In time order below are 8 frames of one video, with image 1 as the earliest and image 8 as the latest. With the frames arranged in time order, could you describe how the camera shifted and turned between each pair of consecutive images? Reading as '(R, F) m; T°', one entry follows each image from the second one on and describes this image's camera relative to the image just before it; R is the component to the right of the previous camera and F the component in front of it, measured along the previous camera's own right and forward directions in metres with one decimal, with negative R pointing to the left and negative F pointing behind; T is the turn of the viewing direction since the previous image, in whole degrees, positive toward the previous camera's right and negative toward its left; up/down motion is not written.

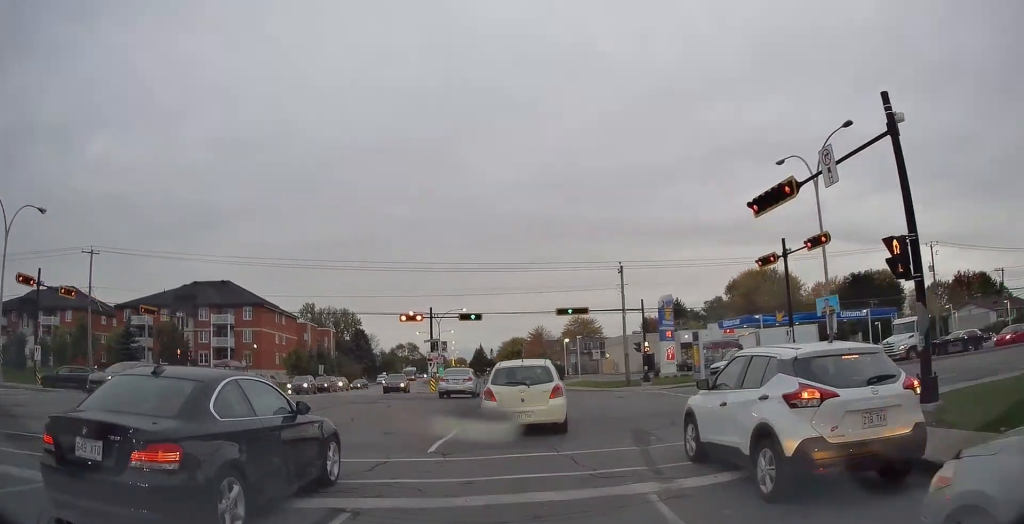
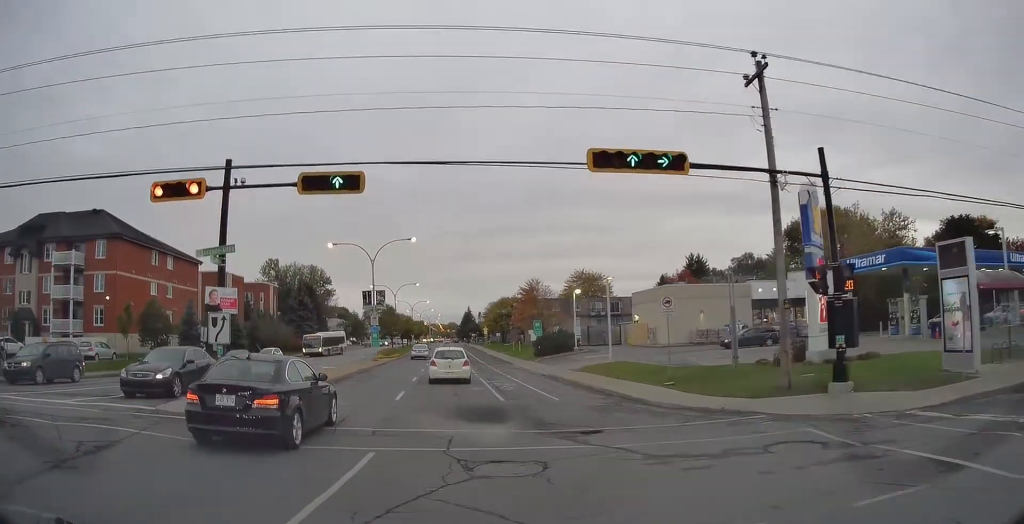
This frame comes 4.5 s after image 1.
(-0.4, +28.2) m; -3°
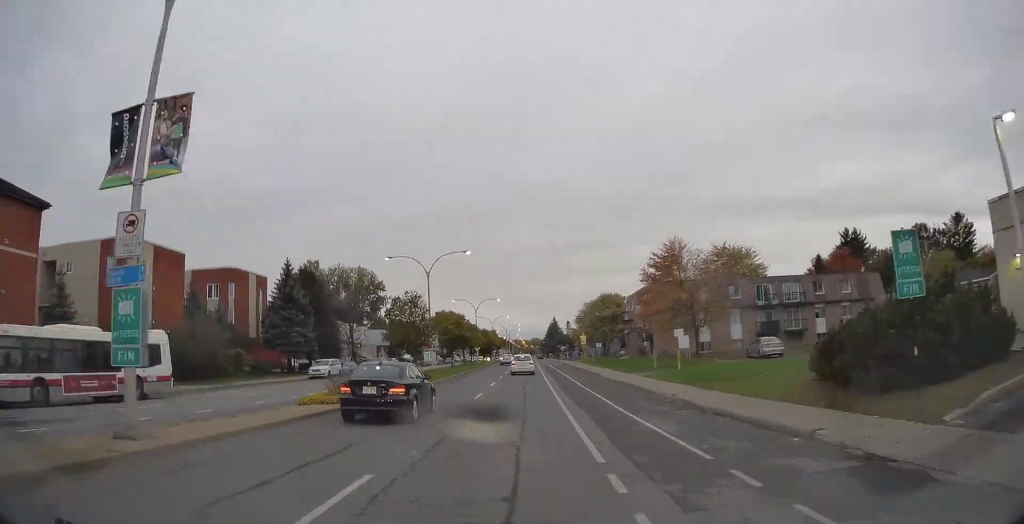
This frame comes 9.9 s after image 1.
(-1.7, +43.8) m; -3°
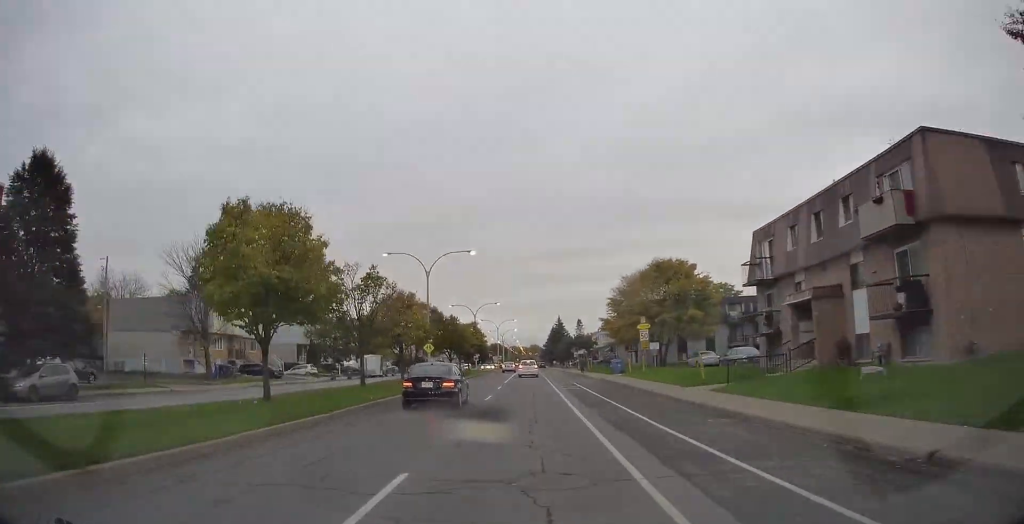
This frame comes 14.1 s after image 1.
(+0.4, +38.9) m; 0°
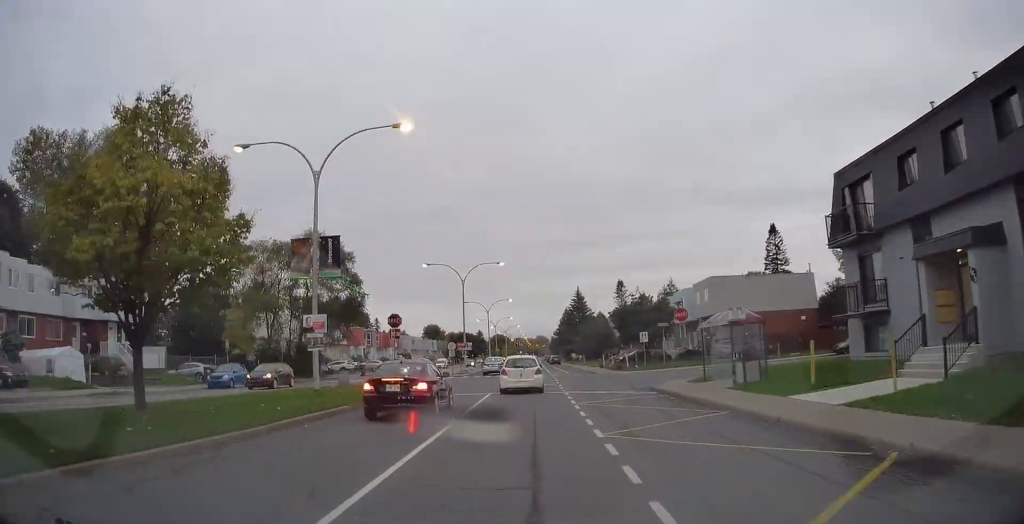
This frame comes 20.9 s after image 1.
(-0.6, +53.6) m; -1°
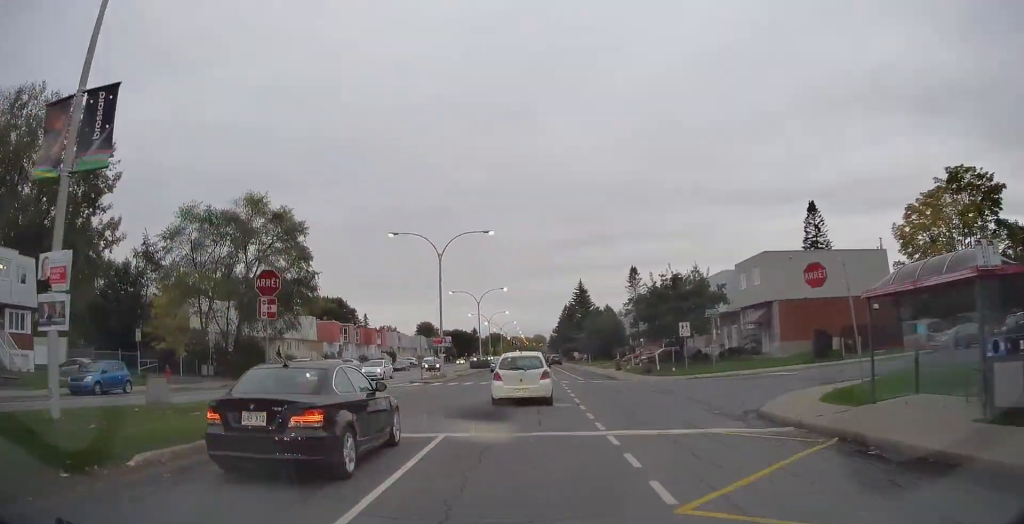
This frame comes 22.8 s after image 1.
(-0.1, +12.7) m; 0°
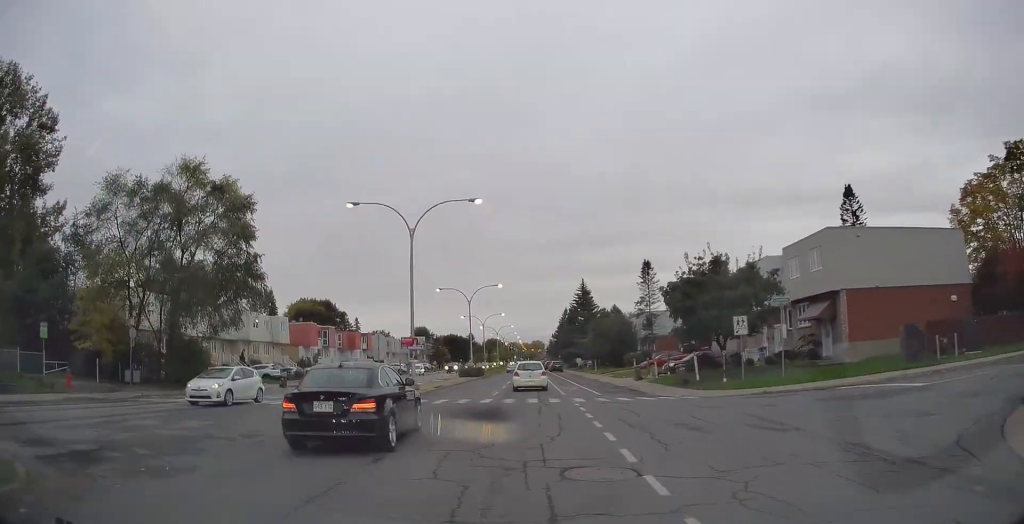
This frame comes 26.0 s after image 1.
(+0.2, +20.1) m; +1°
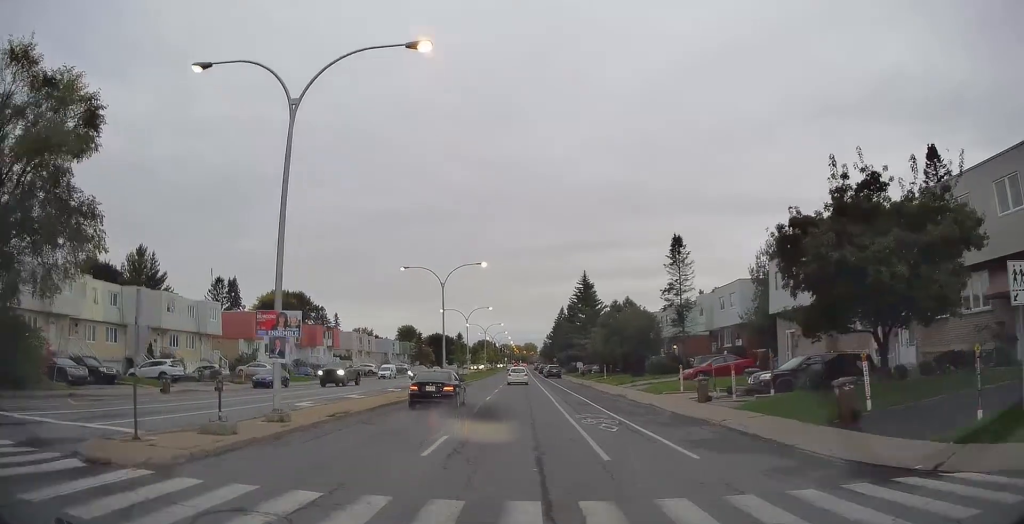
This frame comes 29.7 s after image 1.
(+0.3, +27.2) m; 0°
